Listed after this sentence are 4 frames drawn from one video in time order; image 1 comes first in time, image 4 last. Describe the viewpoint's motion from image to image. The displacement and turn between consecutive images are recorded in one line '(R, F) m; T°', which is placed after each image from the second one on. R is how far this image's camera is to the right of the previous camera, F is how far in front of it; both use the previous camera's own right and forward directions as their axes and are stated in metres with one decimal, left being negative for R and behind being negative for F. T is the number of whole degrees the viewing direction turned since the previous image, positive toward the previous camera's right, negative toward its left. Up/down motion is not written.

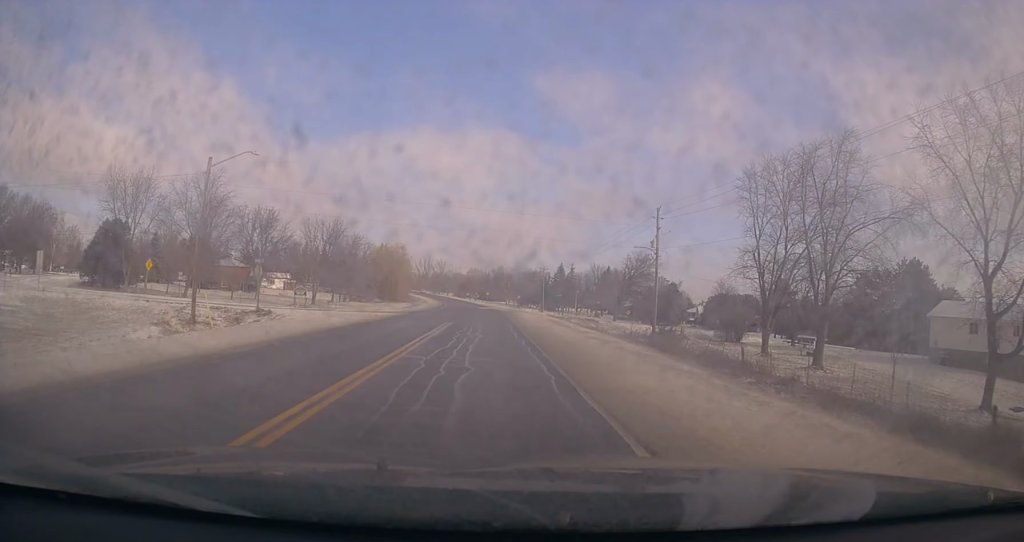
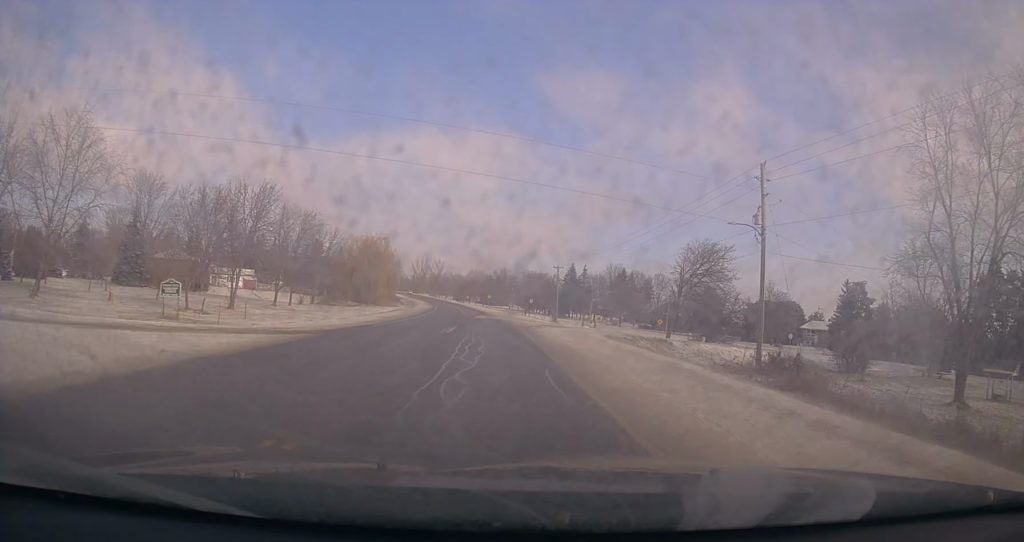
(+0.1, +24.9) m; 0°
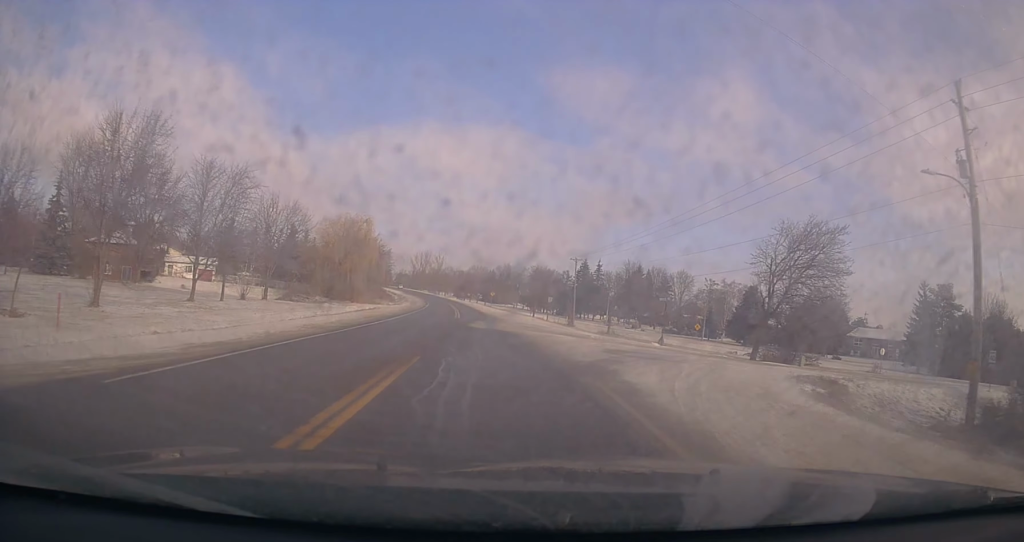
(0.0, +18.7) m; 0°
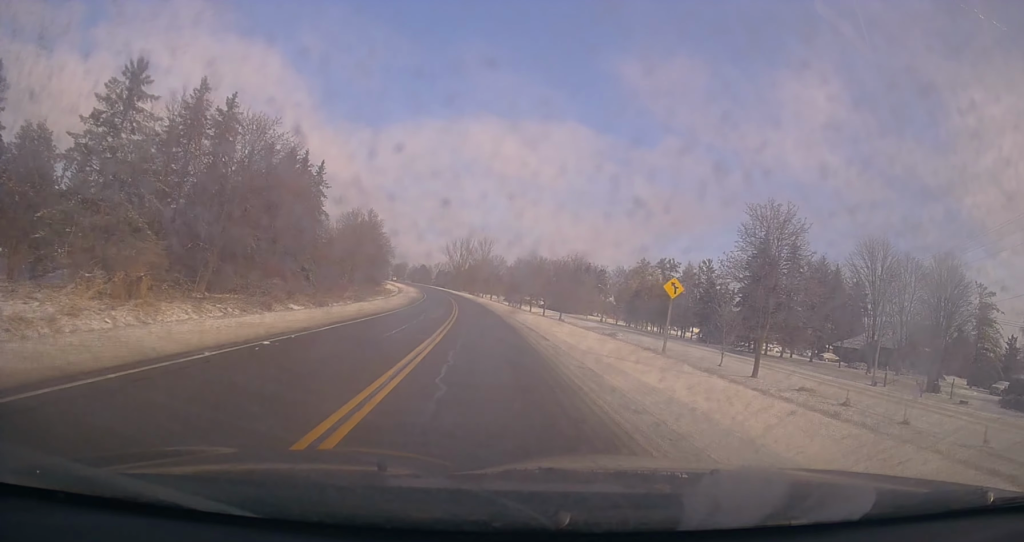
(-2.3, +88.5) m; -4°
